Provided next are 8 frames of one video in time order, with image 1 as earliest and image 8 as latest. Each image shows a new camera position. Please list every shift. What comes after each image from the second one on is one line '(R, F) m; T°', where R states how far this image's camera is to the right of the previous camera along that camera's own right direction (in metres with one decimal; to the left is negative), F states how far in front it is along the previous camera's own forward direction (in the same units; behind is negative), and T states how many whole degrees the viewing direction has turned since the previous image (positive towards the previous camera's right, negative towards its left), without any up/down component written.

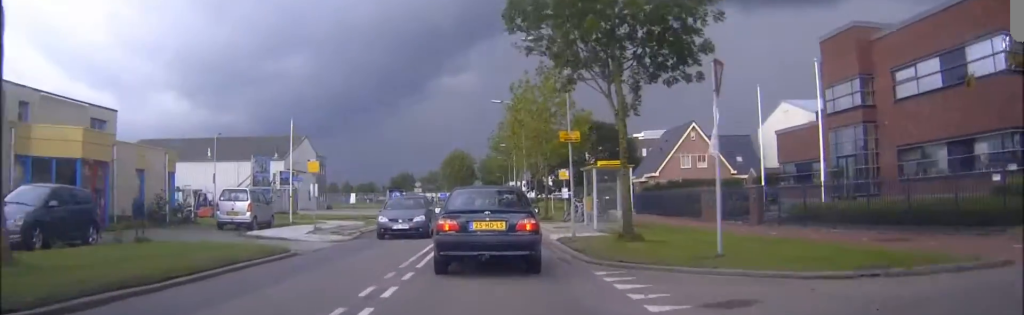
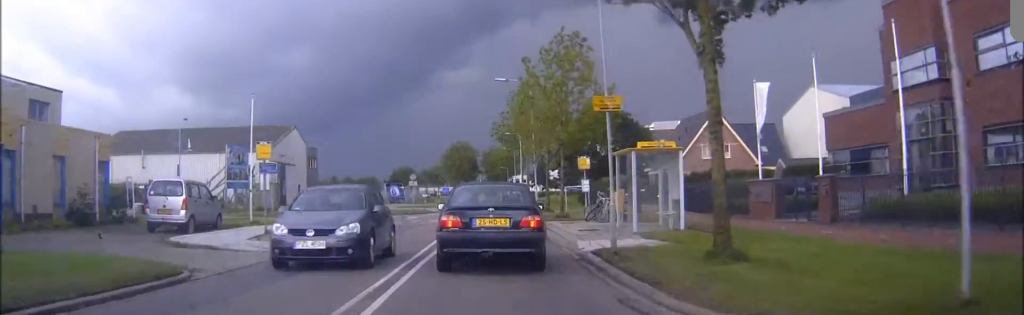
(0.0, +6.2) m; 0°
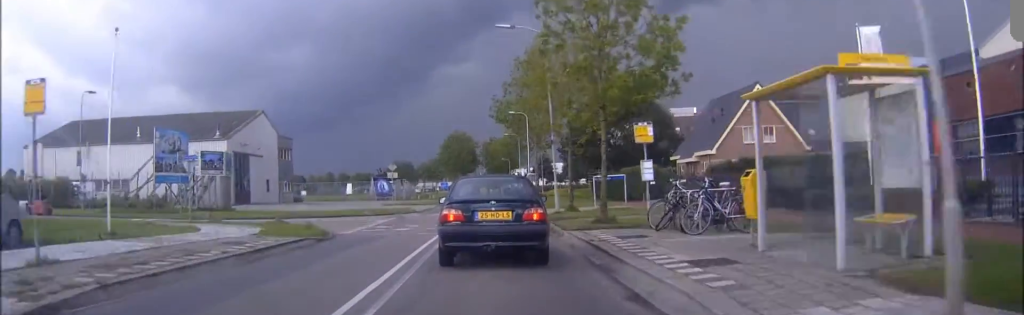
(+0.2, +11.4) m; 0°
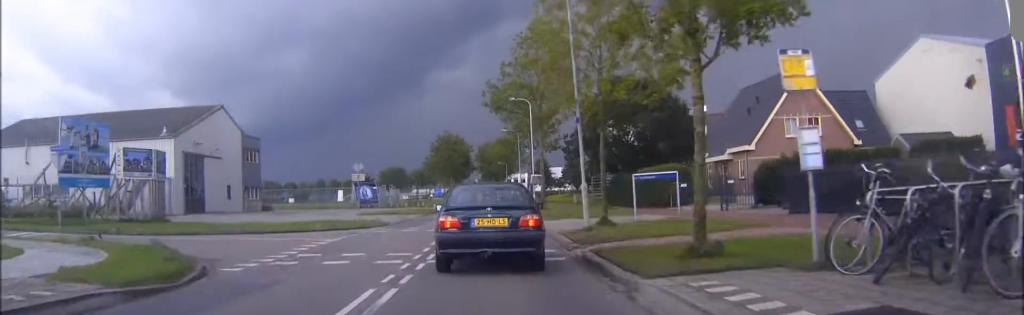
(-0.2, +9.9) m; -2°
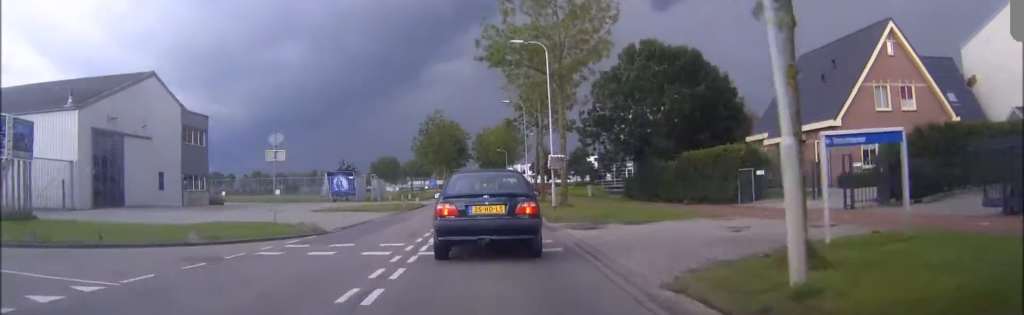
(-0.3, +13.2) m; -1°
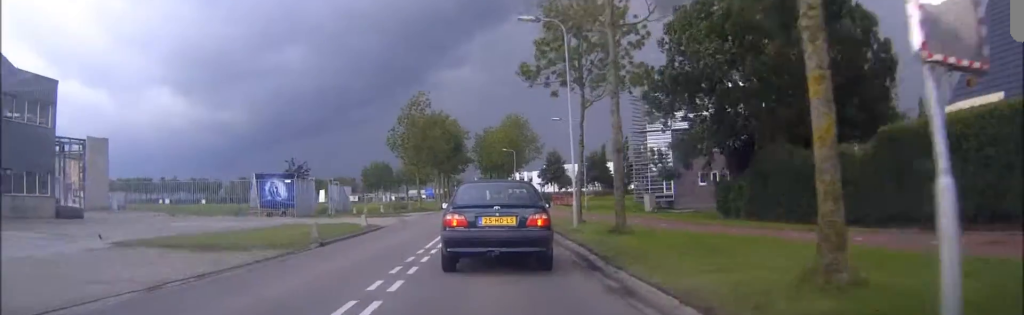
(+0.2, +22.6) m; +1°
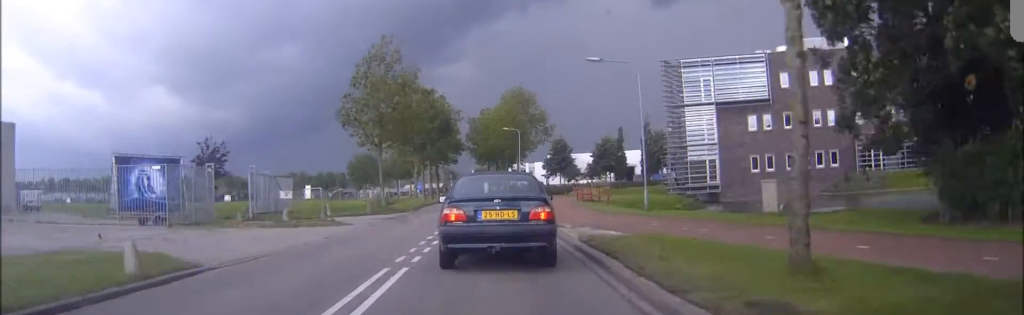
(0.0, +19.0) m; 0°
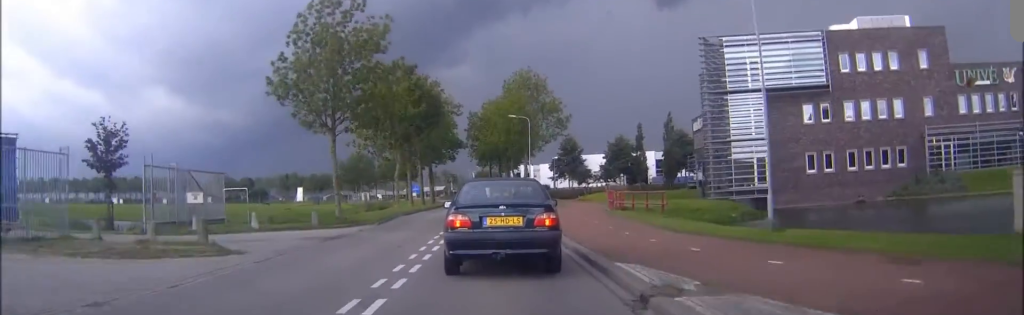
(+0.1, +13.2) m; 0°
